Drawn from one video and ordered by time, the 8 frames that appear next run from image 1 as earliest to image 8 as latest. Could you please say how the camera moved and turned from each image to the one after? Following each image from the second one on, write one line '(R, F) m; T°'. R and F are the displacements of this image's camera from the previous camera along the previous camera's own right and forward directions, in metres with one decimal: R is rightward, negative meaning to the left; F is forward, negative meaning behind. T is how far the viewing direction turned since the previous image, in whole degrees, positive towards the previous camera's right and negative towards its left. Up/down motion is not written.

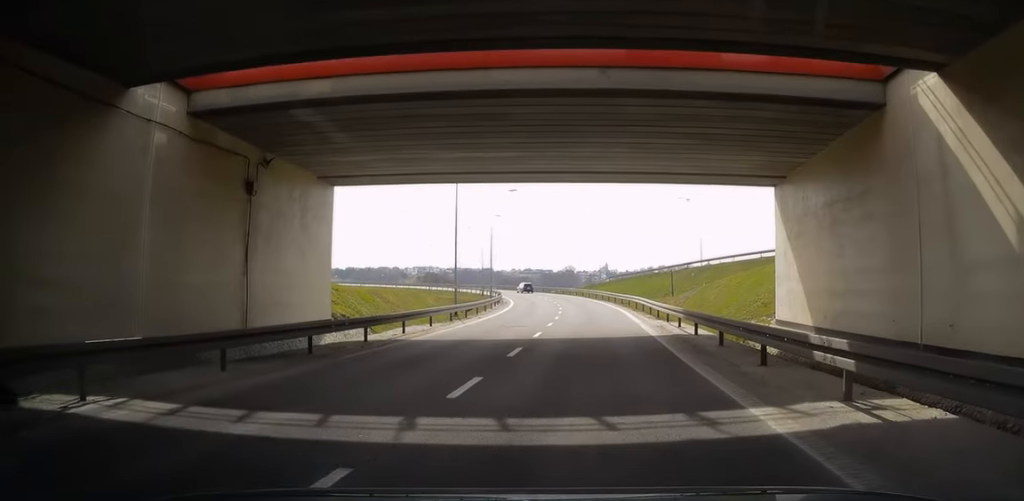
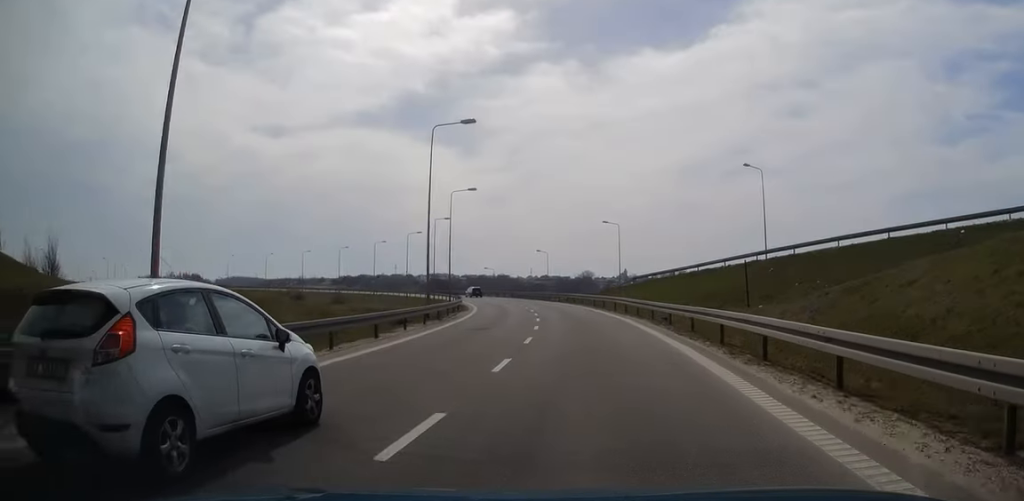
(-0.3, +26.6) m; -2°
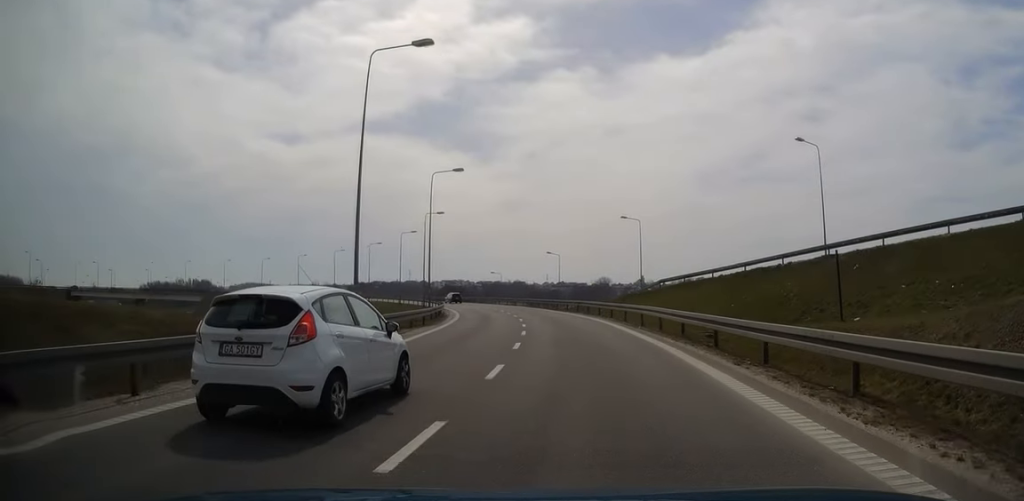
(-0.2, +12.3) m; -2°
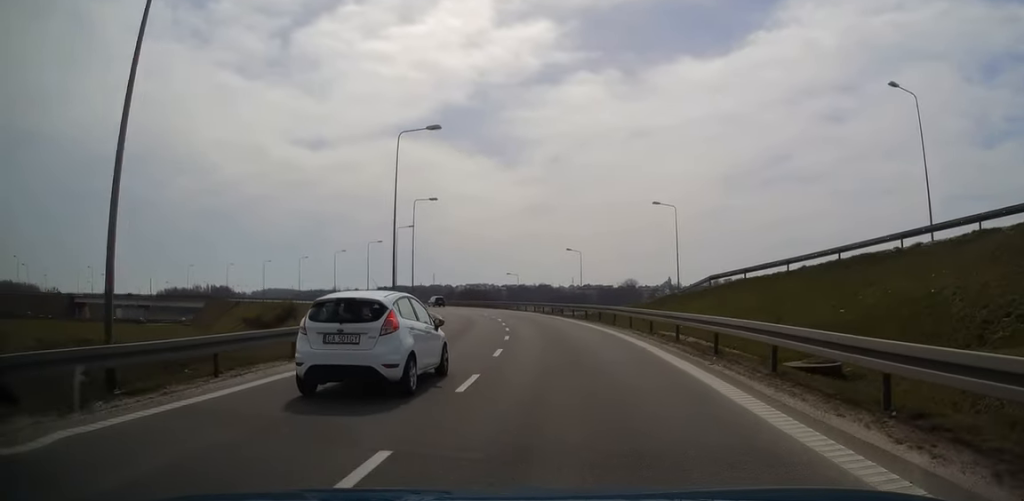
(-0.2, +13.3) m; -2°
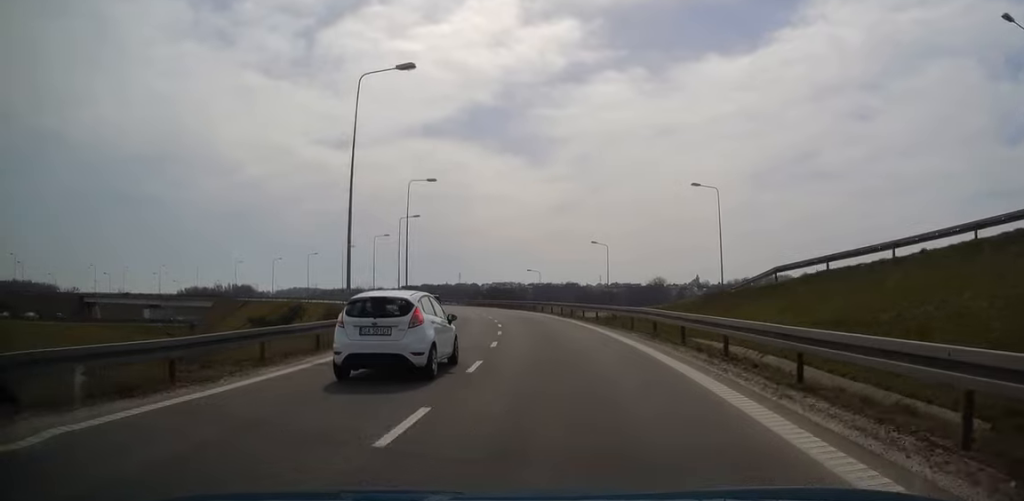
(-0.2, +9.5) m; -2°
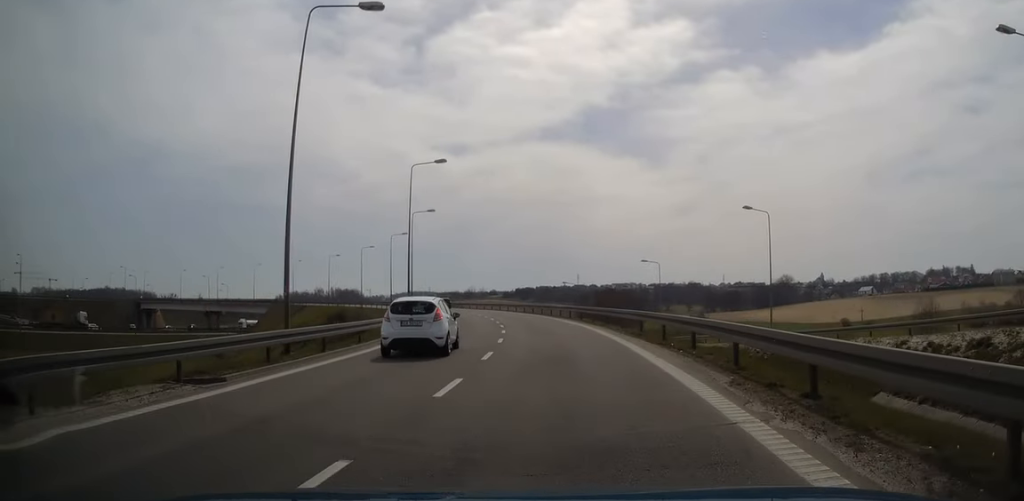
(-2.8, +32.2) m; -11°
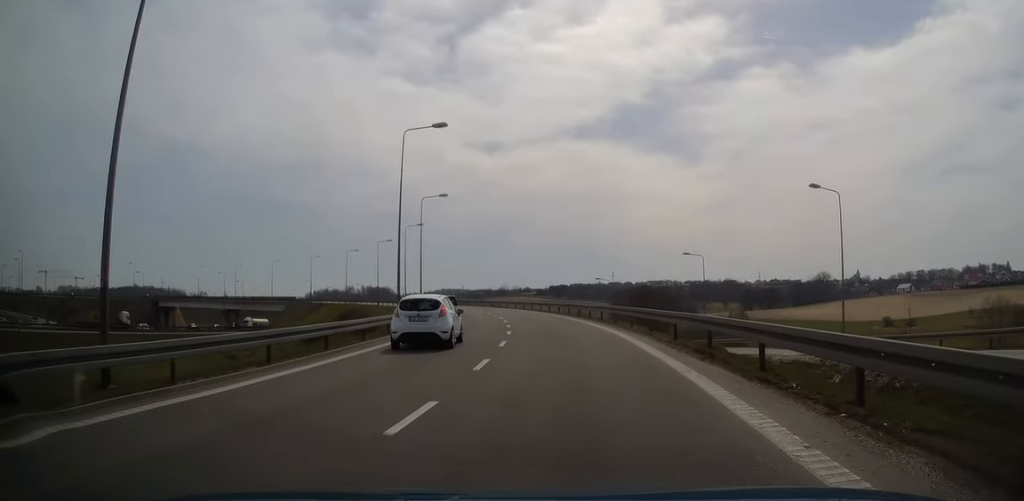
(-0.1, +8.7) m; -3°
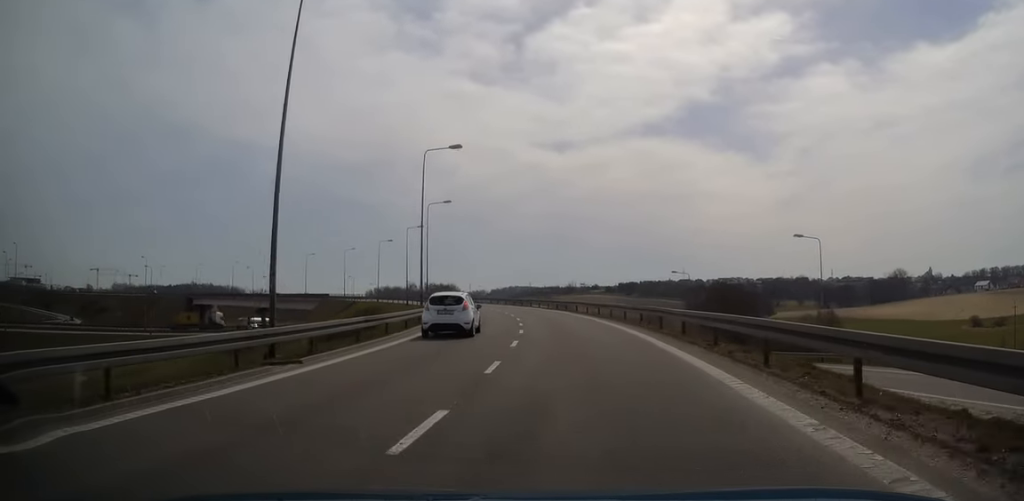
(-1.1, +19.0) m; -6°
